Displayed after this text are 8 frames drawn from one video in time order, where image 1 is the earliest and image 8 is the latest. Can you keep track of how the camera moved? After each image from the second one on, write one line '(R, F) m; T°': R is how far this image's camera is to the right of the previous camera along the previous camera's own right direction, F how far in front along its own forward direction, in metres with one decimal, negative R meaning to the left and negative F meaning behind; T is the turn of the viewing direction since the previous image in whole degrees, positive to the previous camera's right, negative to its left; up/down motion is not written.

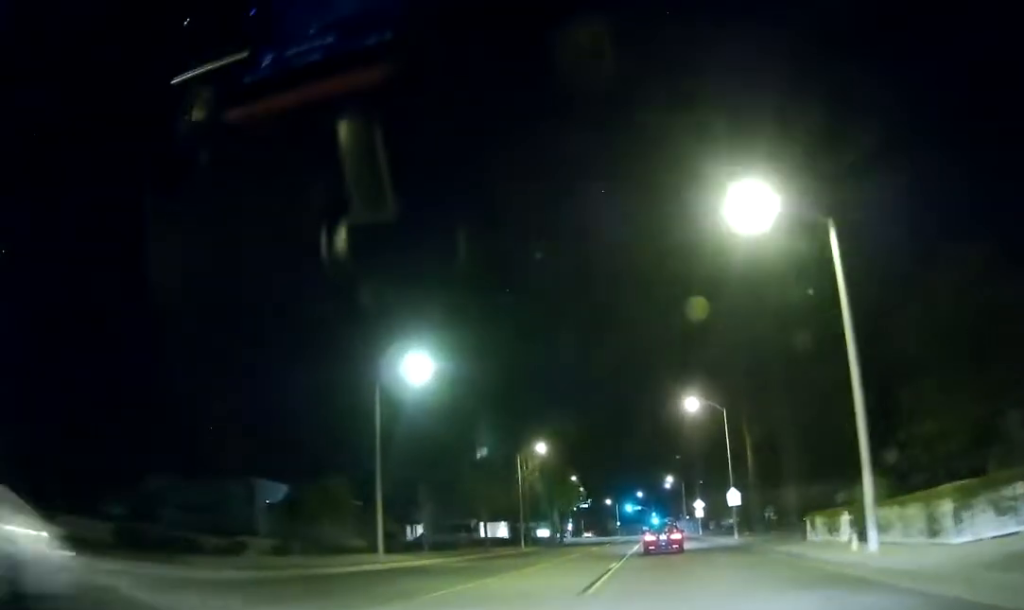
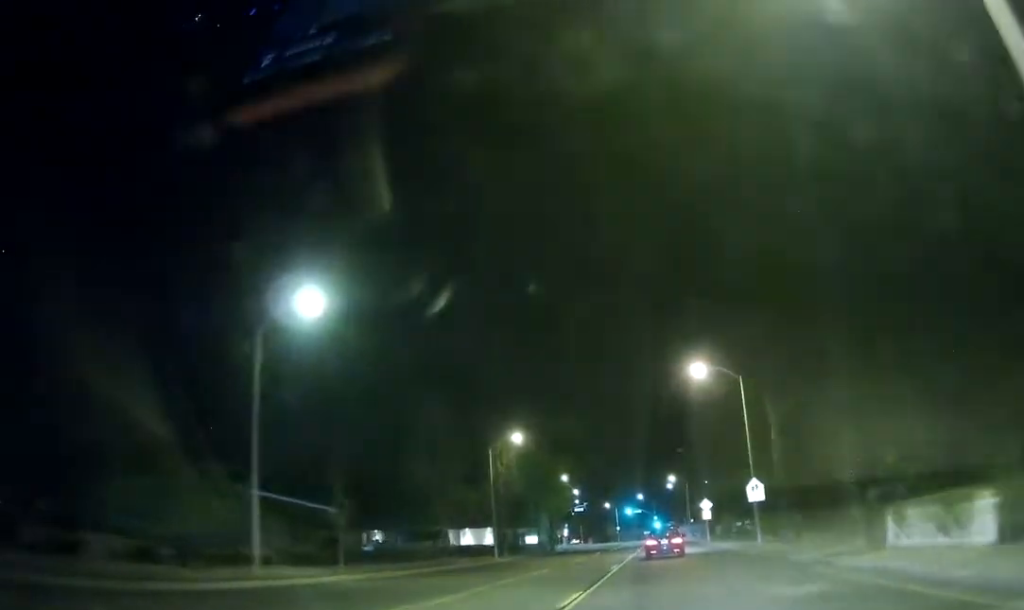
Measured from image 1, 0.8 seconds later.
(-0.3, +11.2) m; 0°
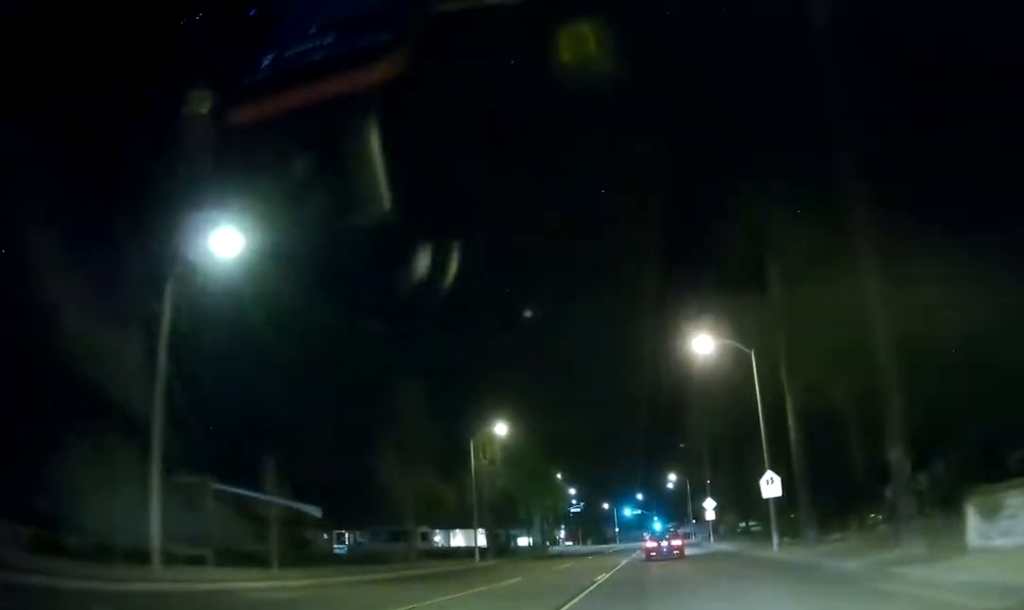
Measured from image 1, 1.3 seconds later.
(+0.2, +6.0) m; +1°
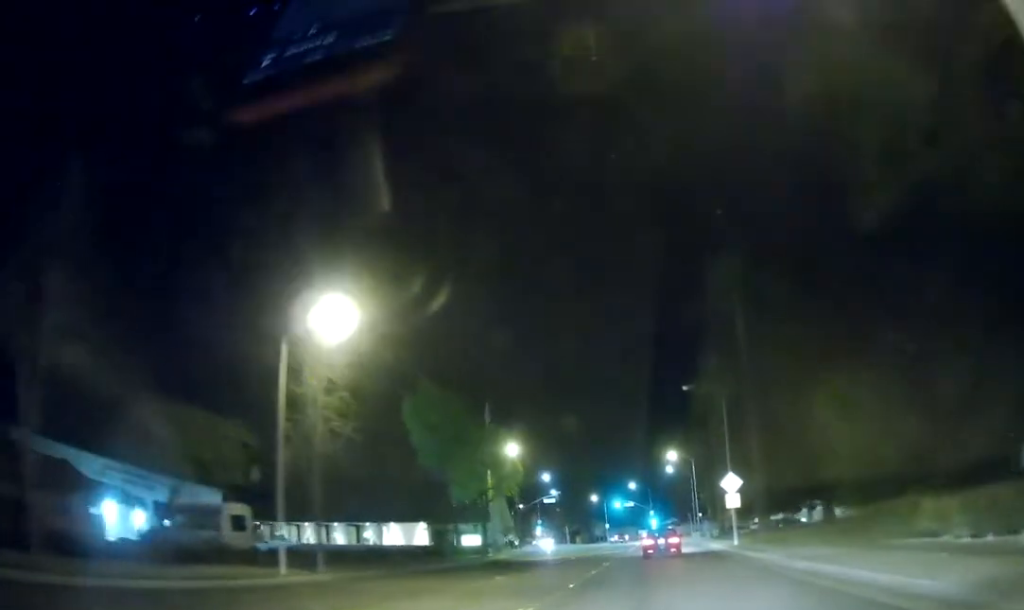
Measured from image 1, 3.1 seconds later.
(-0.4, +26.2) m; -2°
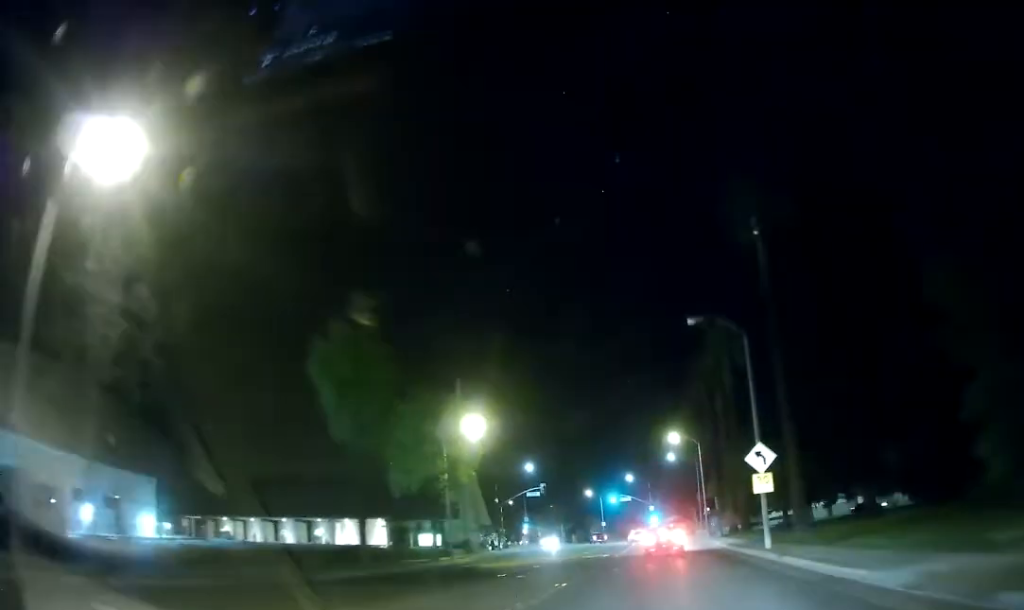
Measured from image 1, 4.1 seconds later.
(0.0, +13.5) m; +1°
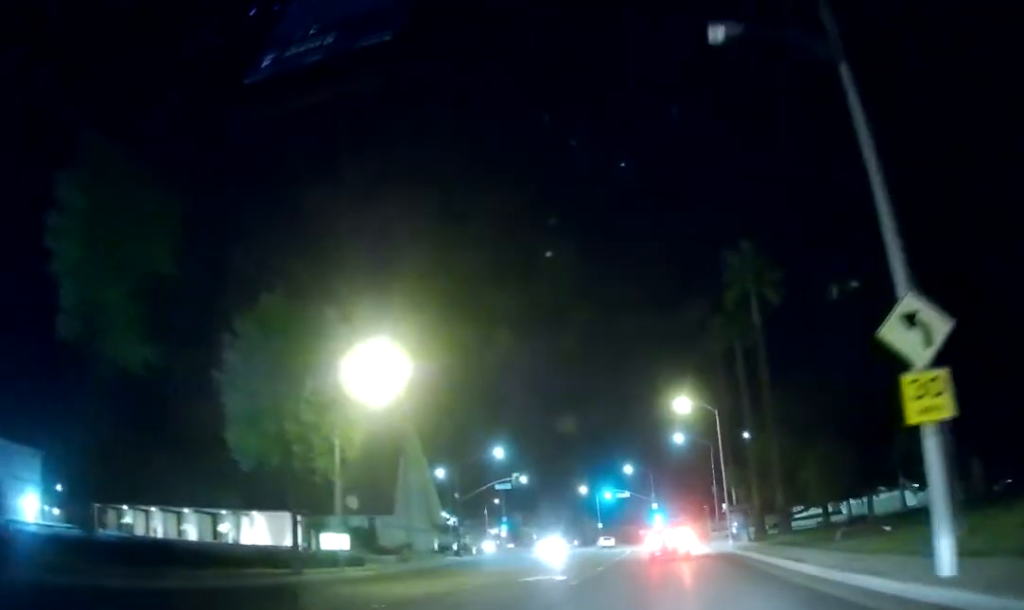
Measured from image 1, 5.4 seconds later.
(+0.5, +19.5) m; 0°
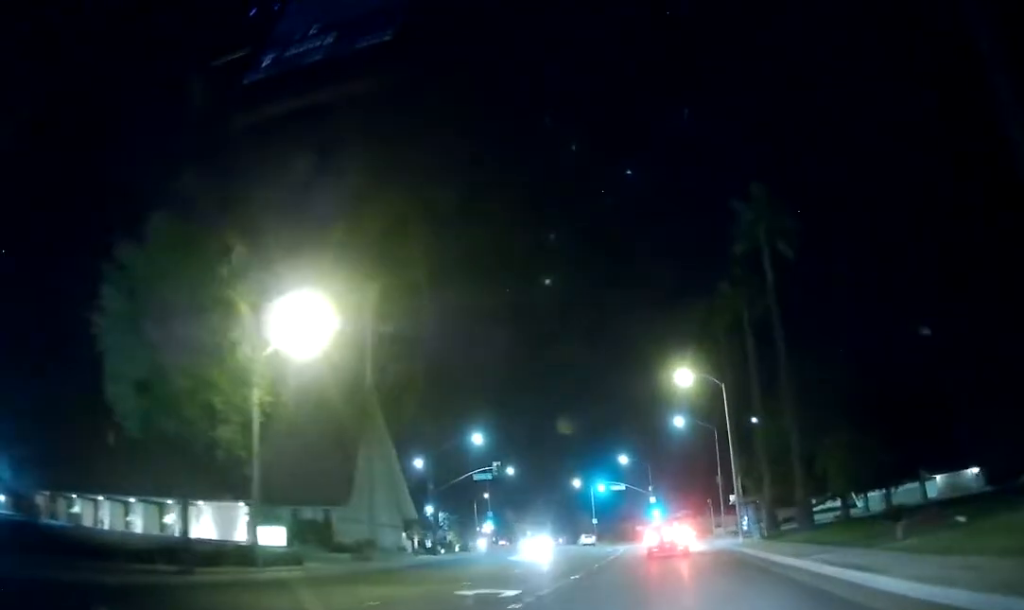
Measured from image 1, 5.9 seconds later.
(-0.1, +7.6) m; 0°
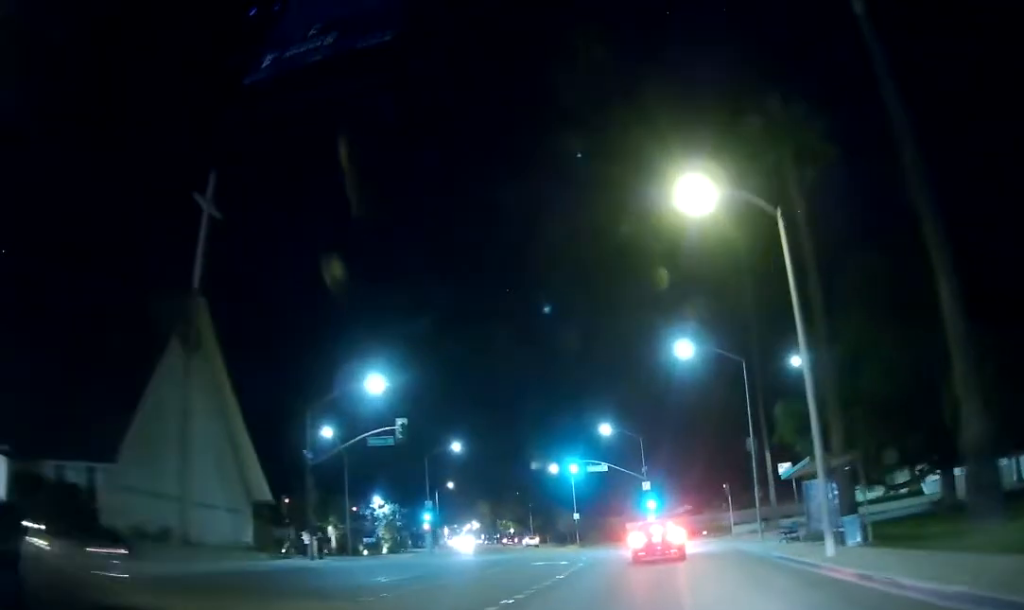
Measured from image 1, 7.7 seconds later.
(+0.2, +24.4) m; 0°
